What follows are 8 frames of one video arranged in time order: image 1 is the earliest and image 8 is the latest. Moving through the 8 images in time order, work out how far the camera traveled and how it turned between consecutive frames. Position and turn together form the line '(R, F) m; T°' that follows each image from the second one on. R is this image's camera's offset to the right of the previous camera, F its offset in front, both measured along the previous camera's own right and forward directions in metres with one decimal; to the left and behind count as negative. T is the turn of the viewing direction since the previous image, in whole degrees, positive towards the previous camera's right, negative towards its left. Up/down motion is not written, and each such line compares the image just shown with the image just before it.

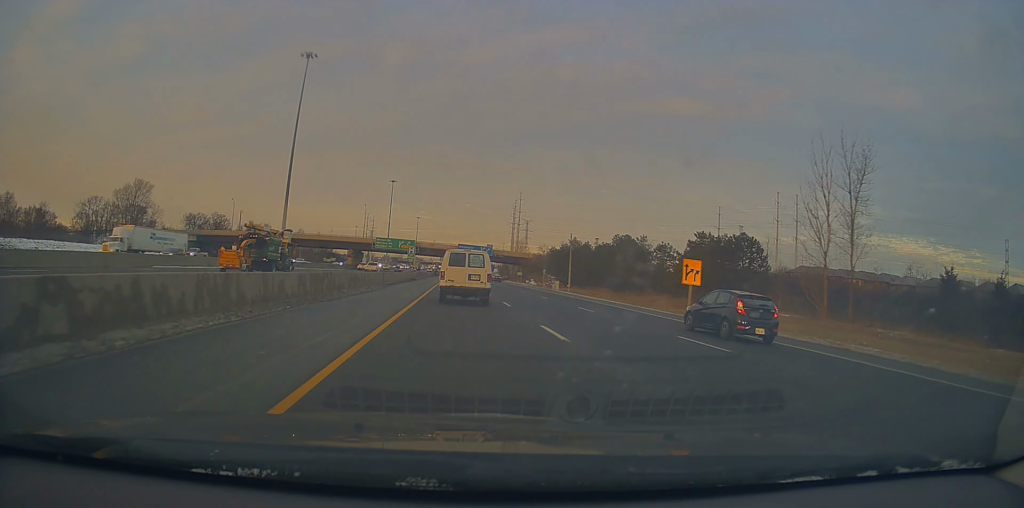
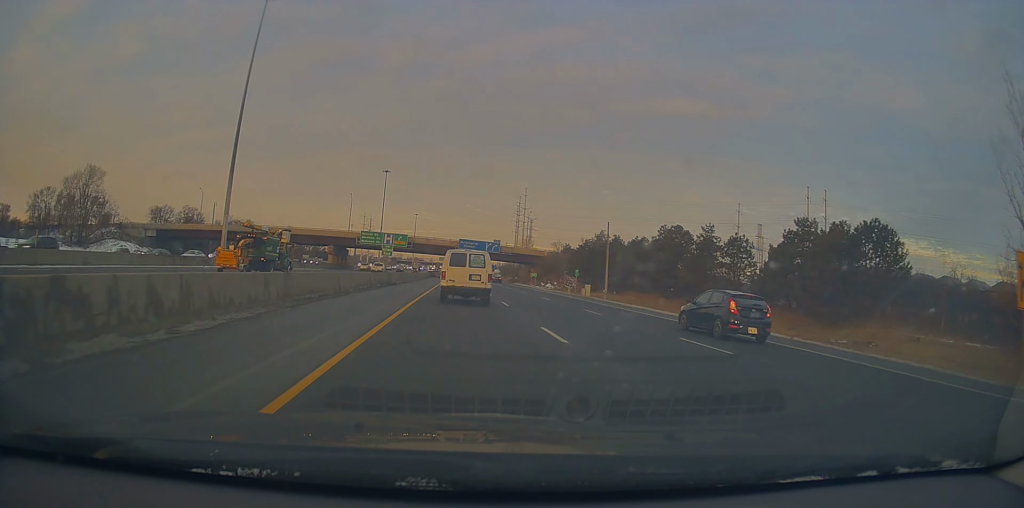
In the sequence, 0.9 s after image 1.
(+0.1, +24.3) m; -1°
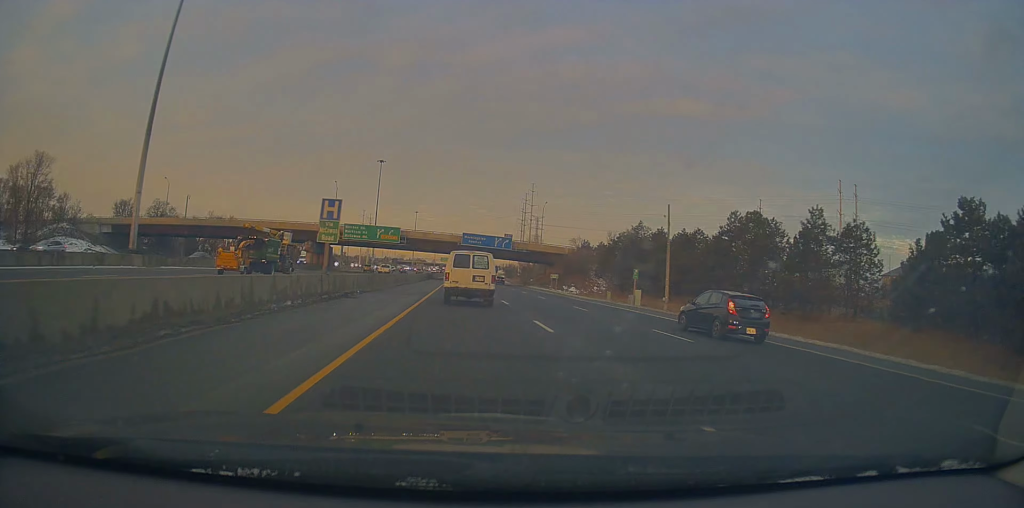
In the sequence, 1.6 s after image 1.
(-0.1, +21.4) m; 0°
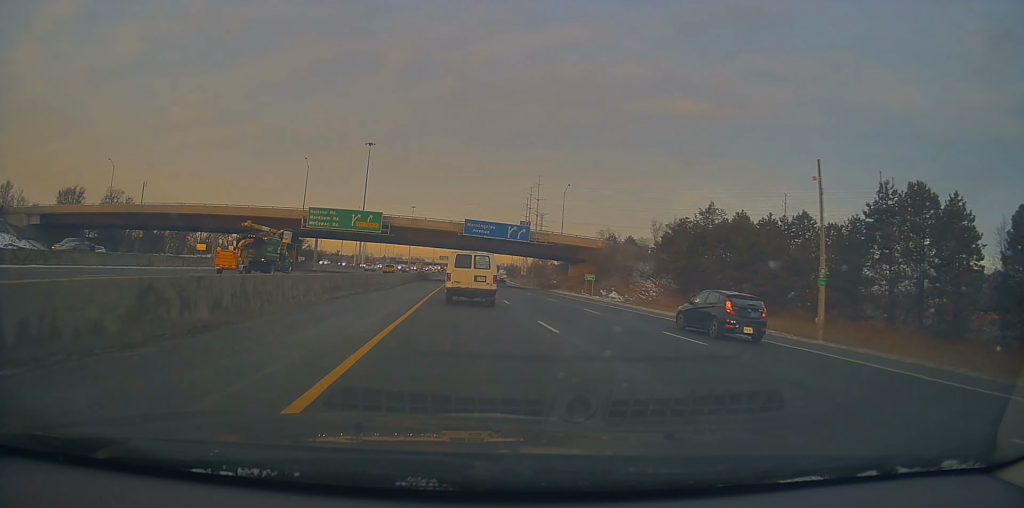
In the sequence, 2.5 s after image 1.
(-0.1, +25.1) m; +1°
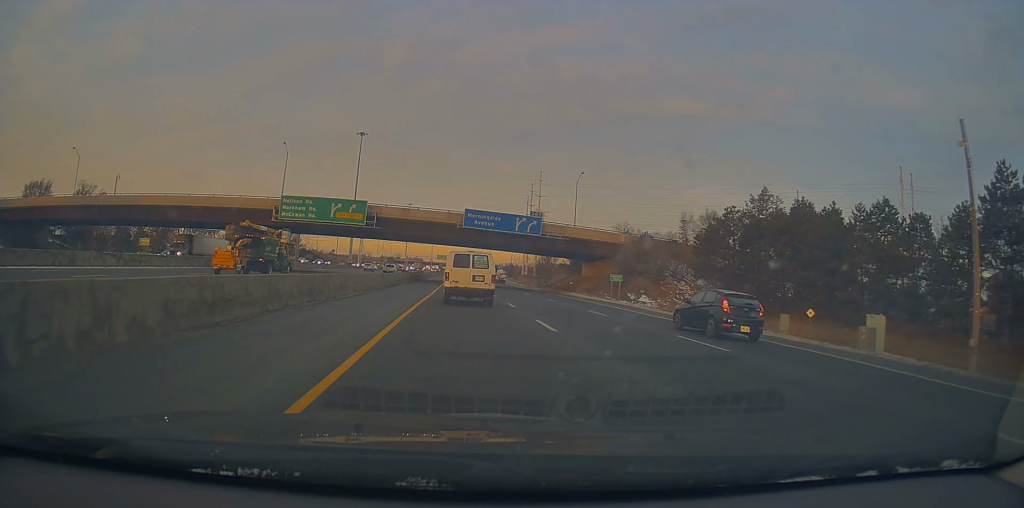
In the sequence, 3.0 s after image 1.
(+0.4, +12.1) m; 0°
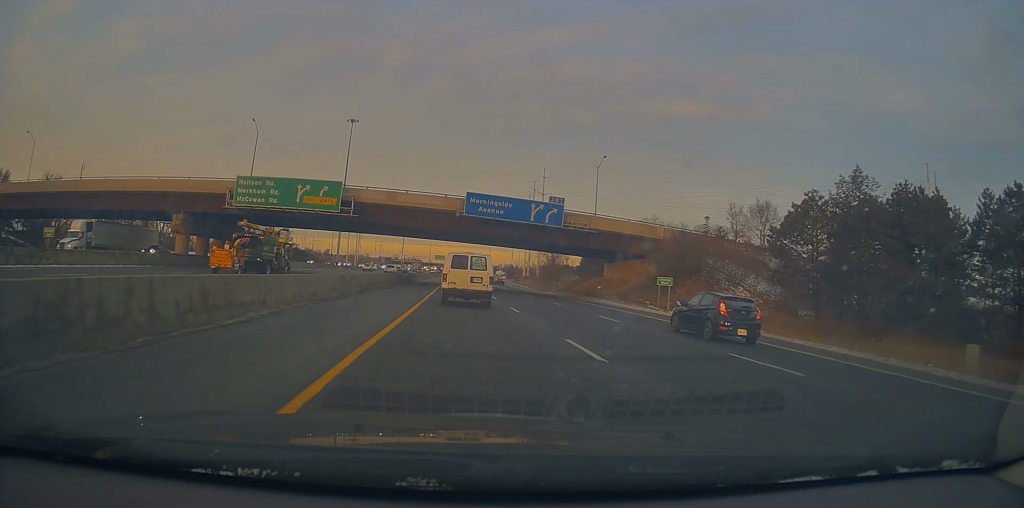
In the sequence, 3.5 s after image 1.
(+0.1, +13.9) m; 0°
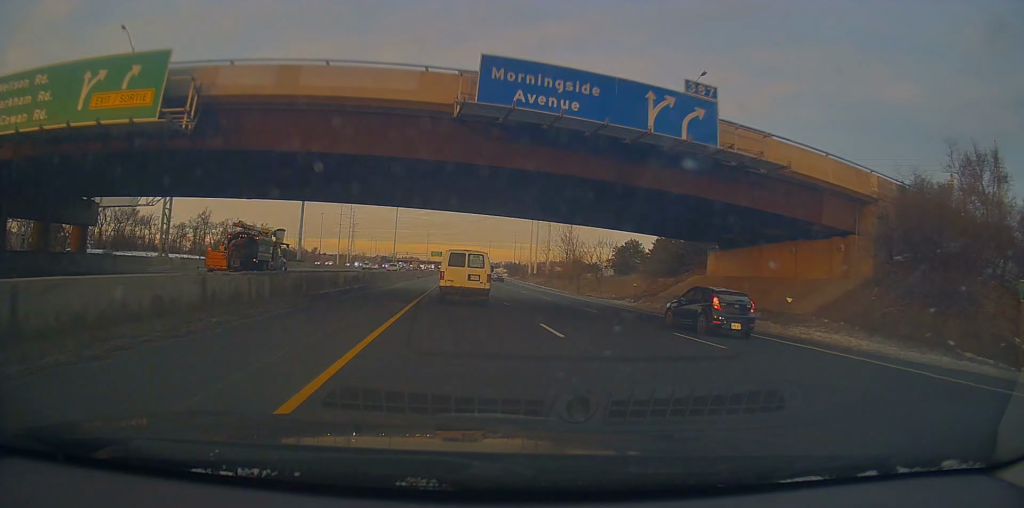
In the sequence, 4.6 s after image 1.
(-0.5, +32.5) m; -1°
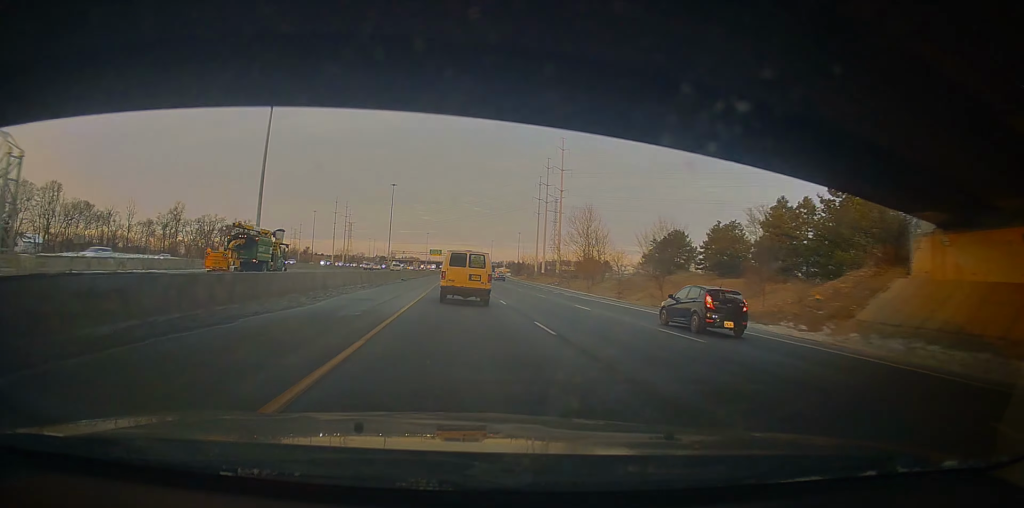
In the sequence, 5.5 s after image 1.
(0.0, +23.2) m; 0°
